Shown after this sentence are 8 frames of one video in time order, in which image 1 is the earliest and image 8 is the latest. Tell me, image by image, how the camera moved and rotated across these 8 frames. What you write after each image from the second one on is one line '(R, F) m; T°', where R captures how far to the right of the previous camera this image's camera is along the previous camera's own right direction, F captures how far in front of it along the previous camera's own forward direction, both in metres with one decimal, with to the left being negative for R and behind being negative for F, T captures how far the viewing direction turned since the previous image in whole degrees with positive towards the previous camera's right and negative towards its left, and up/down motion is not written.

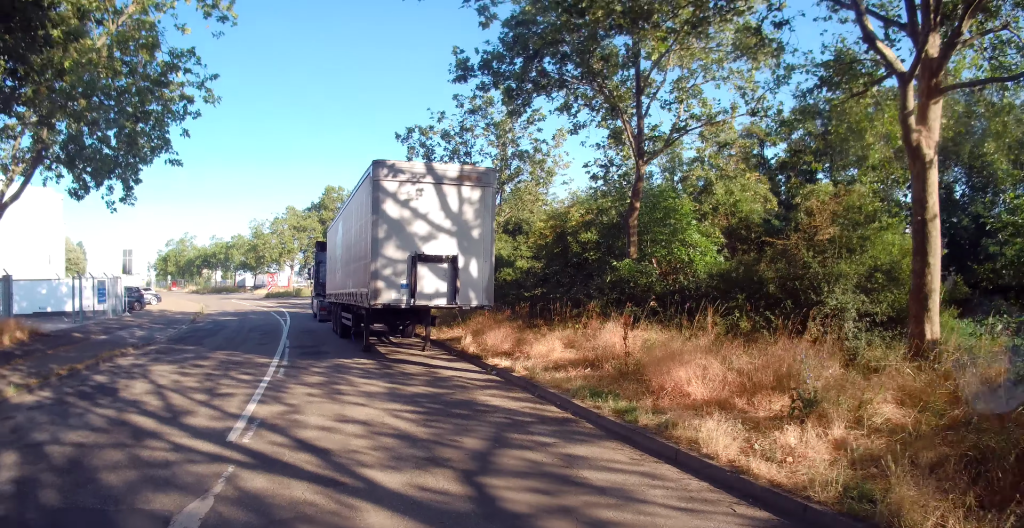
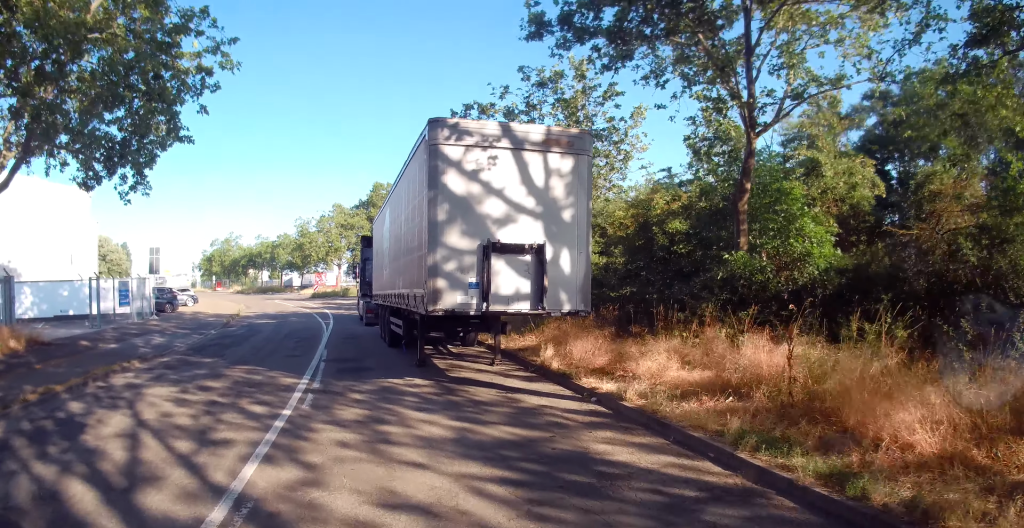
(0.0, +3.2) m; 0°
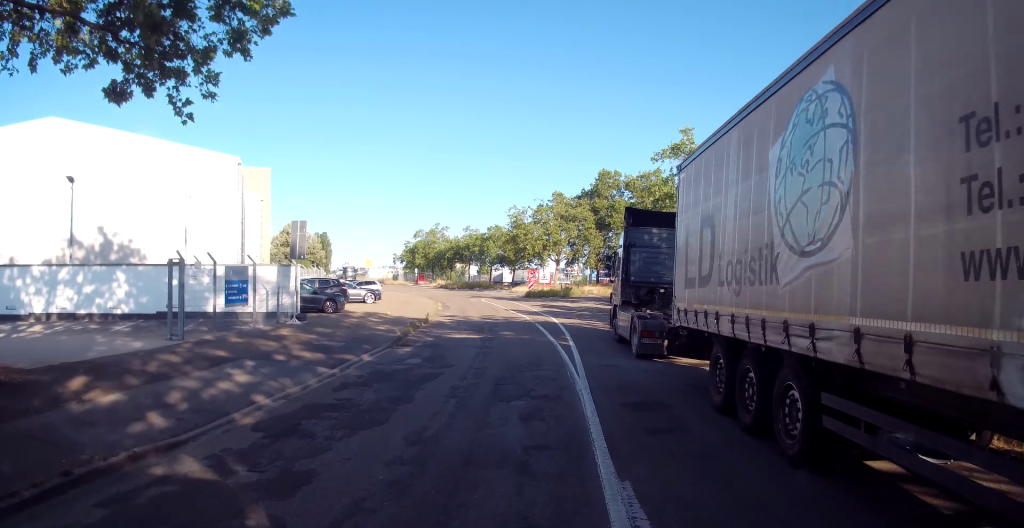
(0.0, +10.5) m; -3°
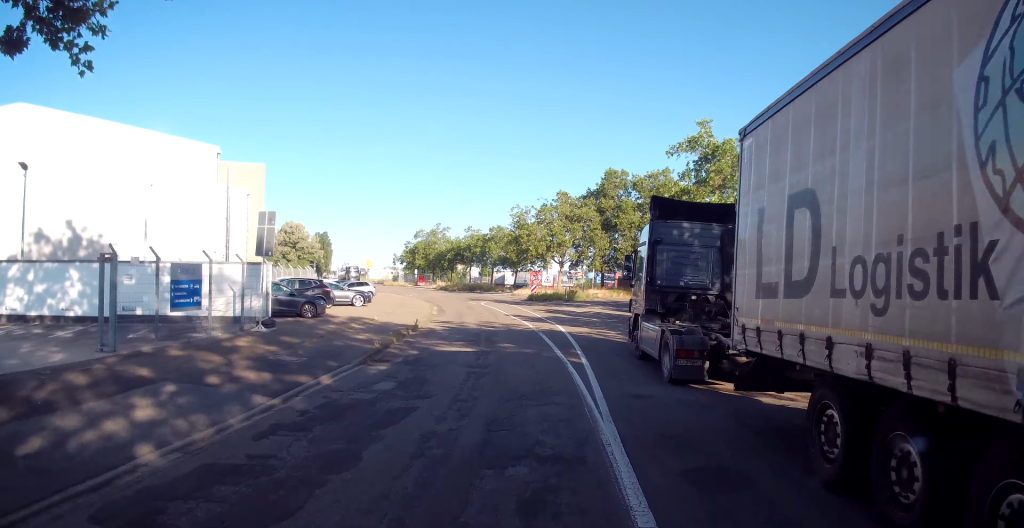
(0.0, +2.7) m; -3°
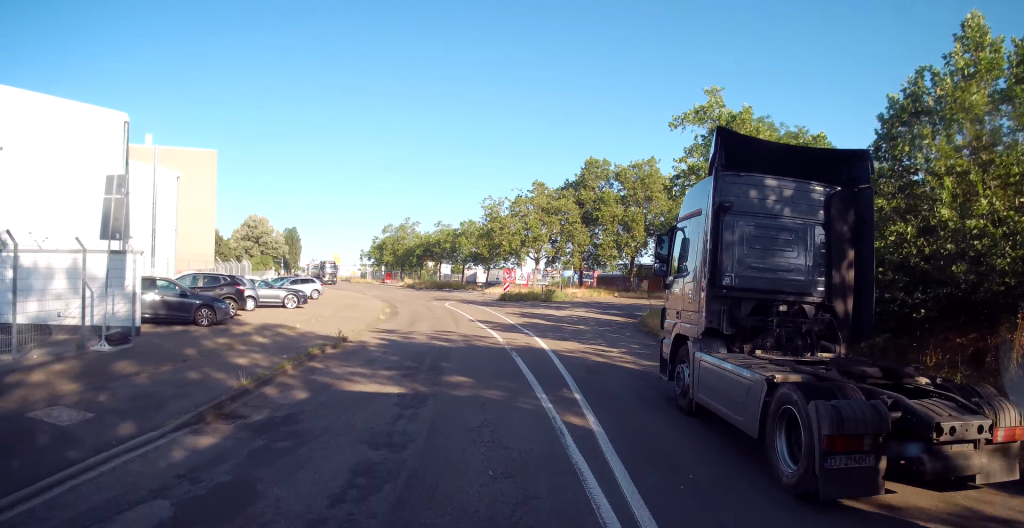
(-0.5, +5.9) m; -6°
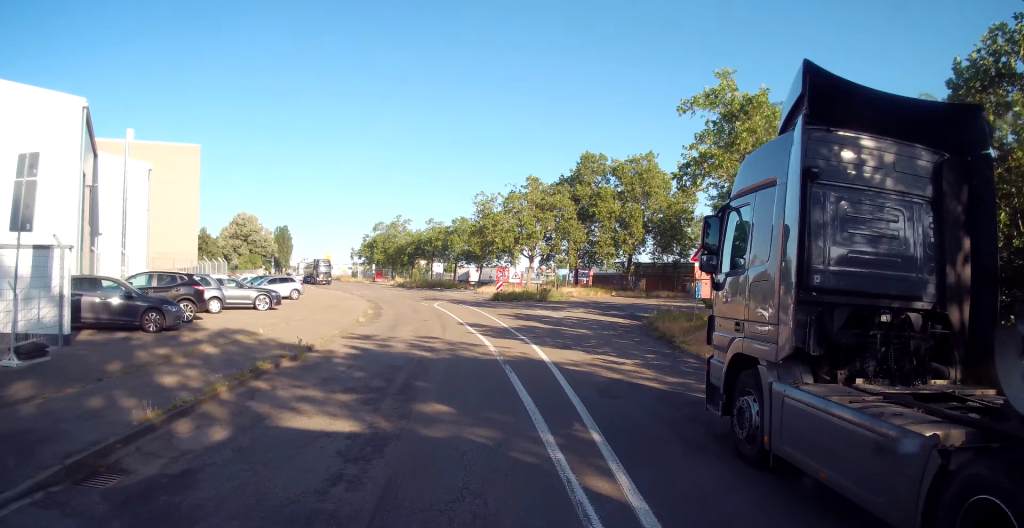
(0.0, +2.5) m; -1°
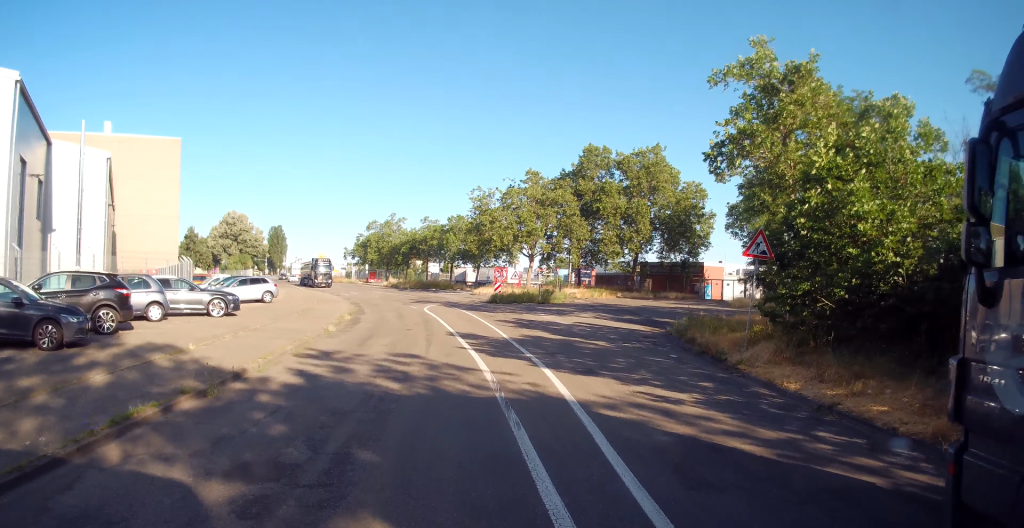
(0.0, +3.9) m; -1°
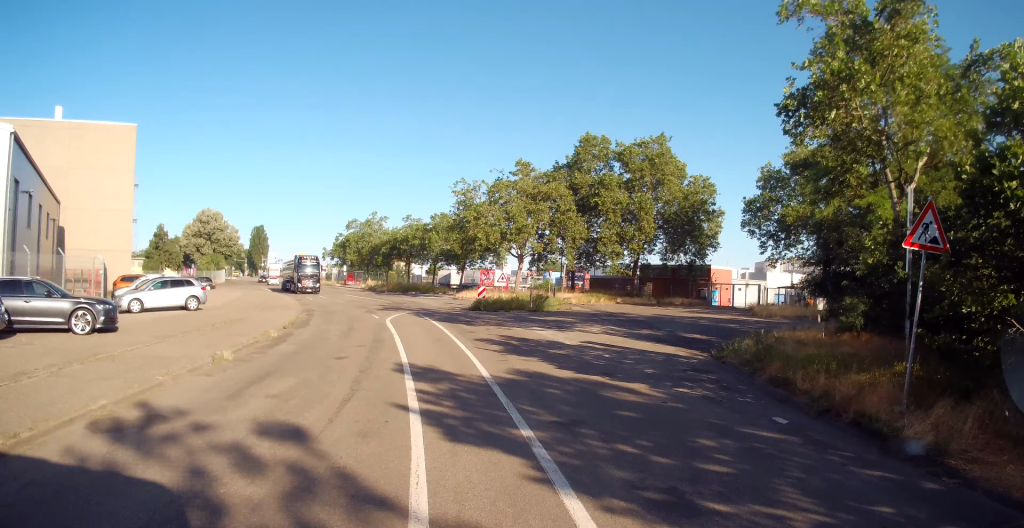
(-0.1, +6.7) m; -1°
